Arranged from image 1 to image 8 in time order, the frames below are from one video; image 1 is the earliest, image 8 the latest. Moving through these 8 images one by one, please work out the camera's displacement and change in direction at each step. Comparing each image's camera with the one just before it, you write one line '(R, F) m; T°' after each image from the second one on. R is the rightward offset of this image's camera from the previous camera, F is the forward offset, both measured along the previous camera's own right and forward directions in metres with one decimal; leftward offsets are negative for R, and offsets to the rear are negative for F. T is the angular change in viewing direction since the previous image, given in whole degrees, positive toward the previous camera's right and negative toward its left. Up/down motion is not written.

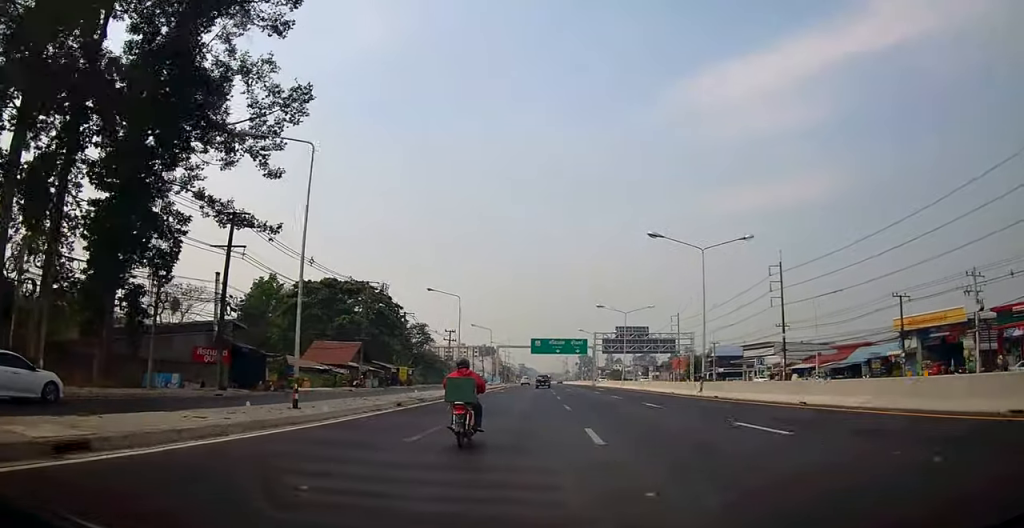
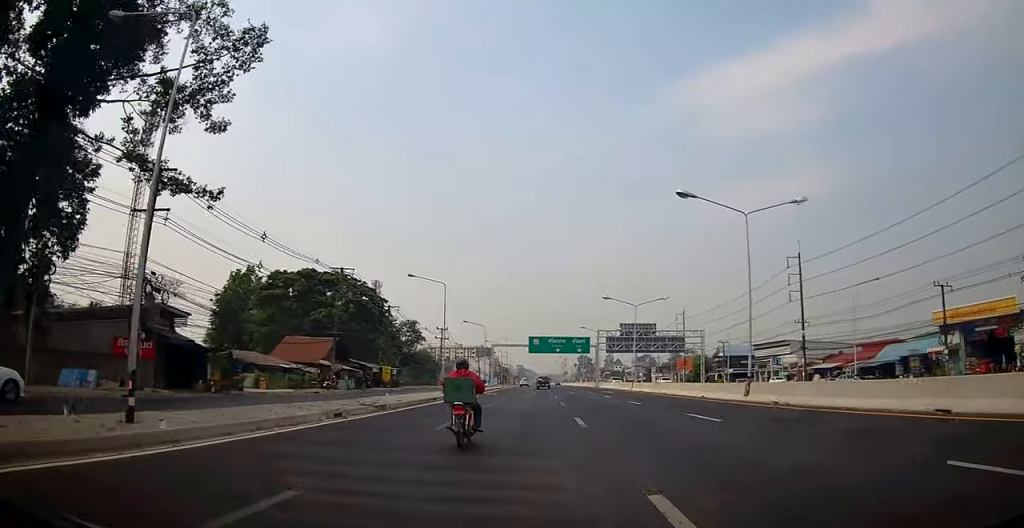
(-0.2, +7.6) m; -1°
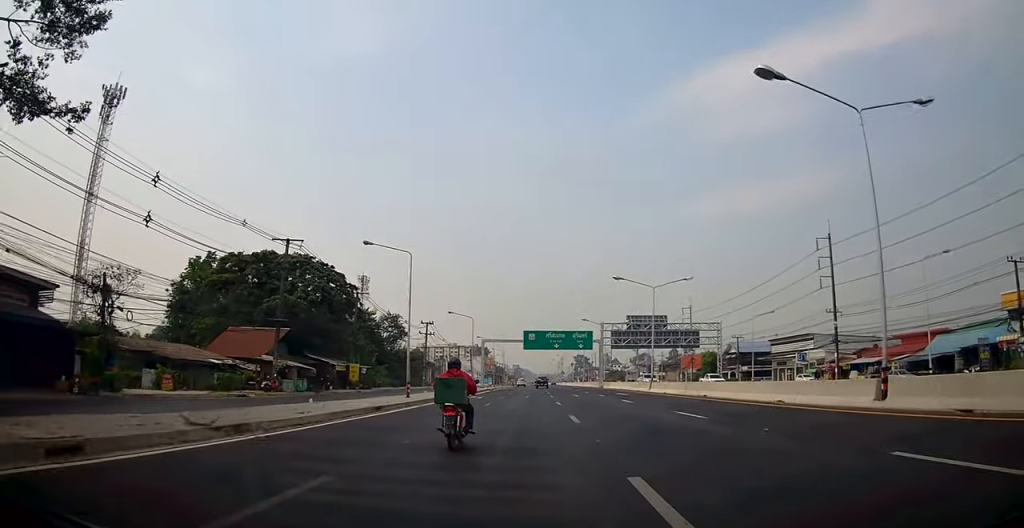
(-0.6, +10.8) m; +1°
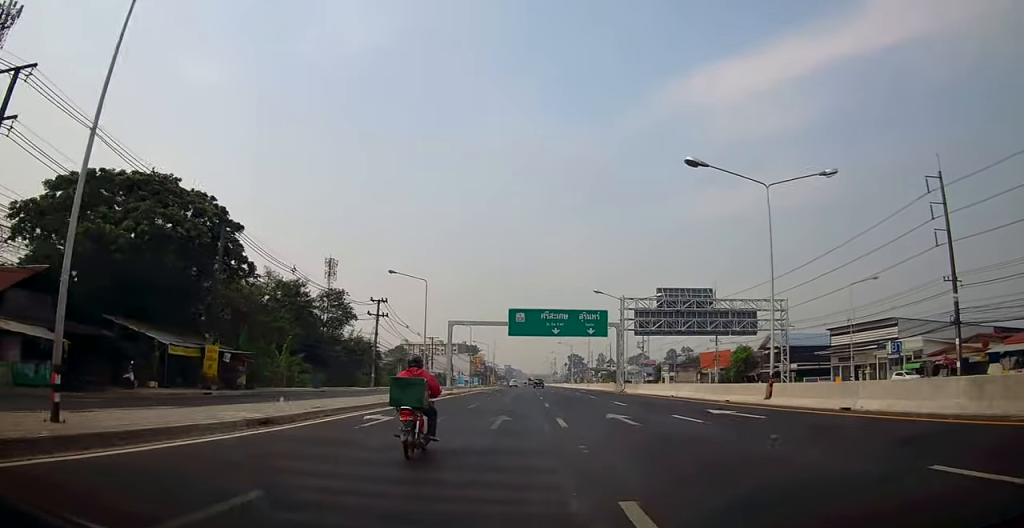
(+1.8, +24.3) m; +3°
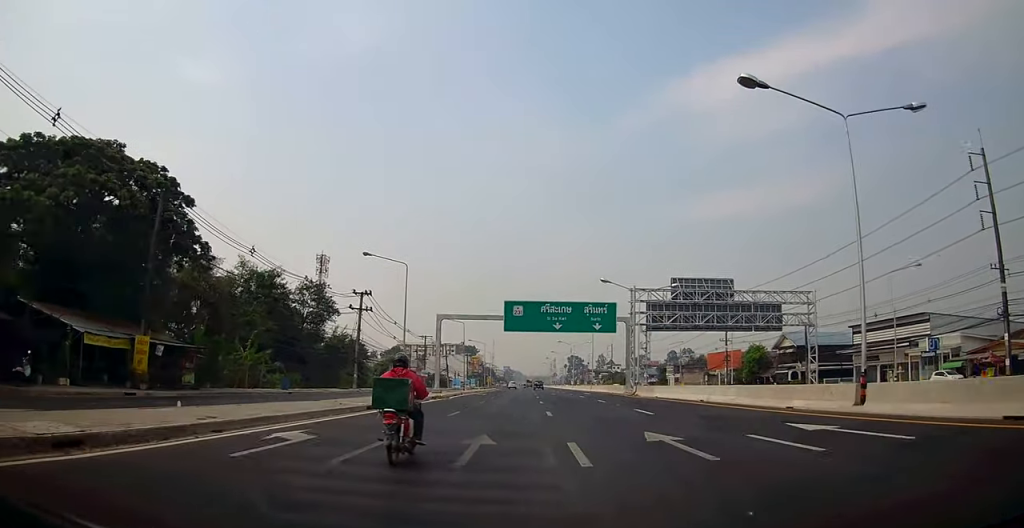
(-0.1, +6.2) m; -1°
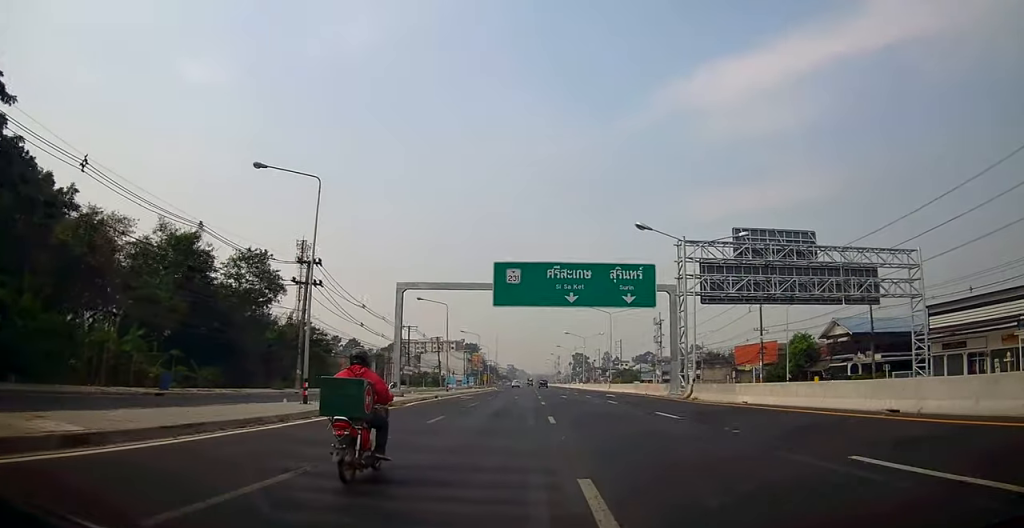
(-0.3, +15.0) m; -1°
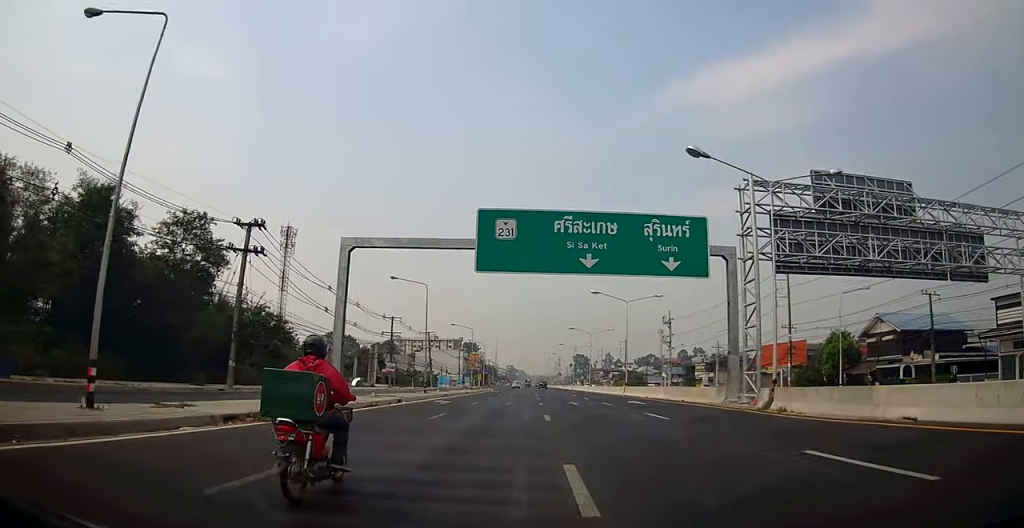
(0.0, +10.0) m; 0°
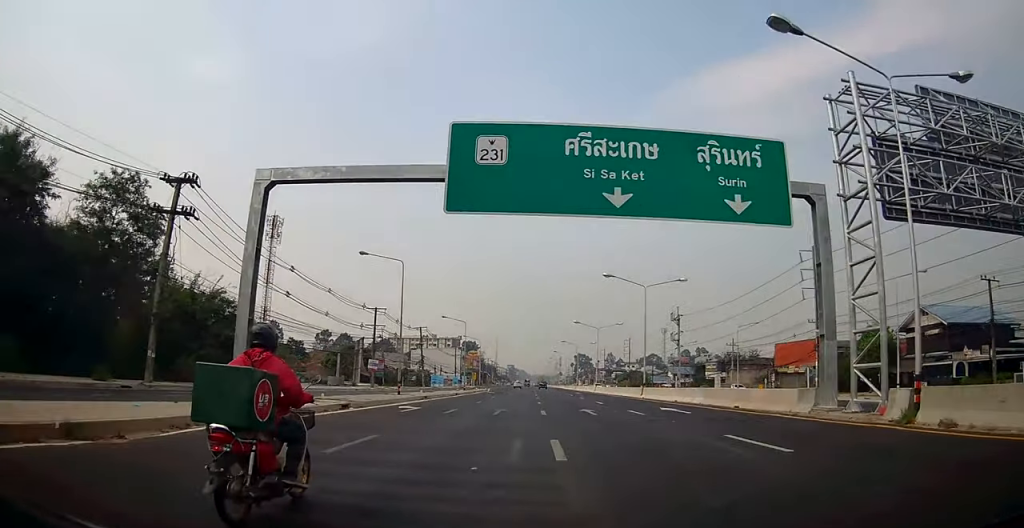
(+0.1, +7.7) m; 0°
